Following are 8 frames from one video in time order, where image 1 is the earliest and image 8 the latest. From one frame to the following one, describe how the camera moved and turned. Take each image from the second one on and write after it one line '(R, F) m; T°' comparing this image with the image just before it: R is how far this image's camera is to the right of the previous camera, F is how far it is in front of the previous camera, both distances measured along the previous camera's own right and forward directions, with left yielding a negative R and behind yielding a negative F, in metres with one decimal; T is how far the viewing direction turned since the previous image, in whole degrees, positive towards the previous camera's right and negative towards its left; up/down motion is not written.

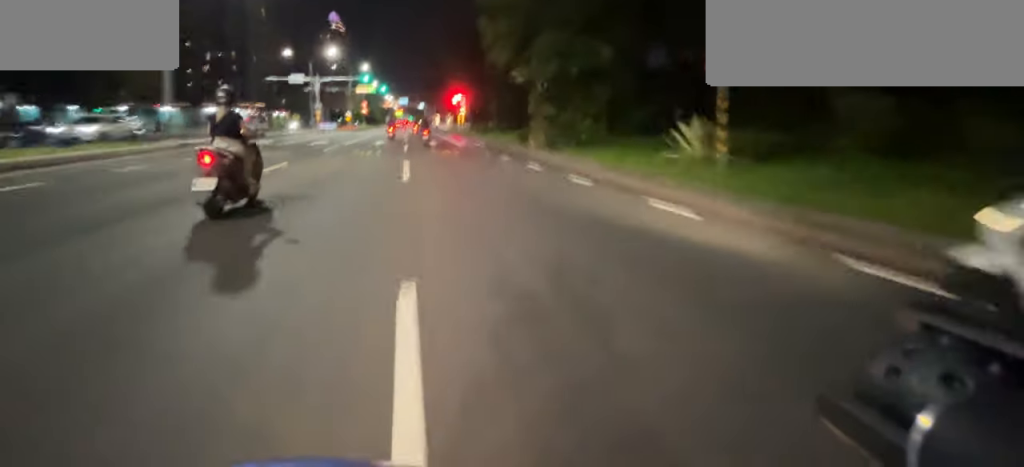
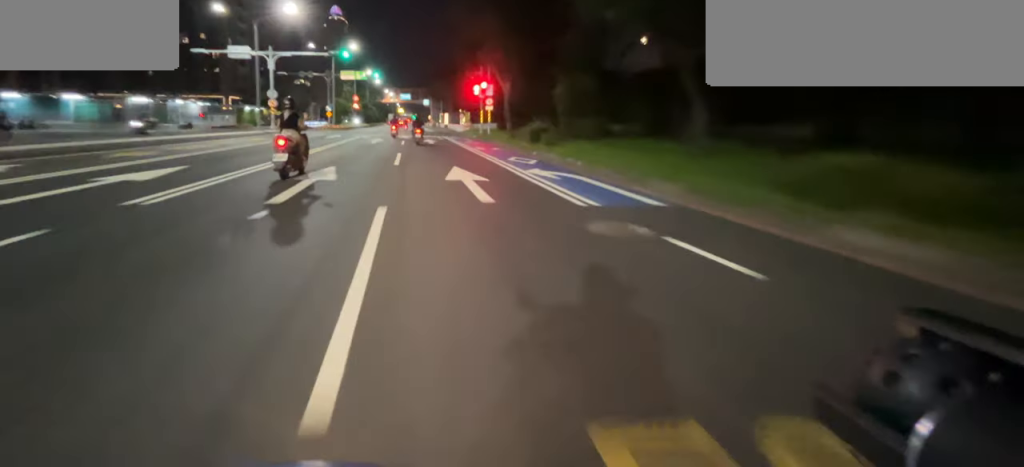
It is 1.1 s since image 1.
(+0.2, +20.8) m; +1°
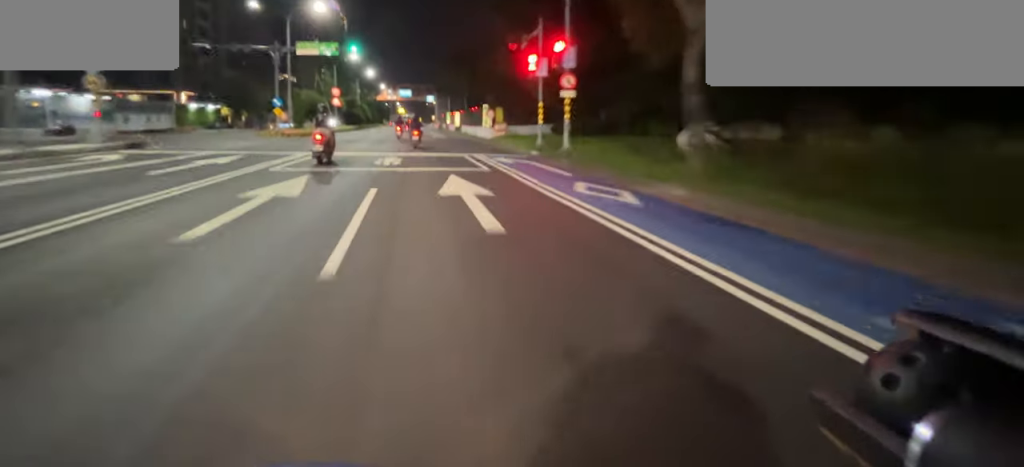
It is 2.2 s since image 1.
(+0.2, +20.2) m; 0°
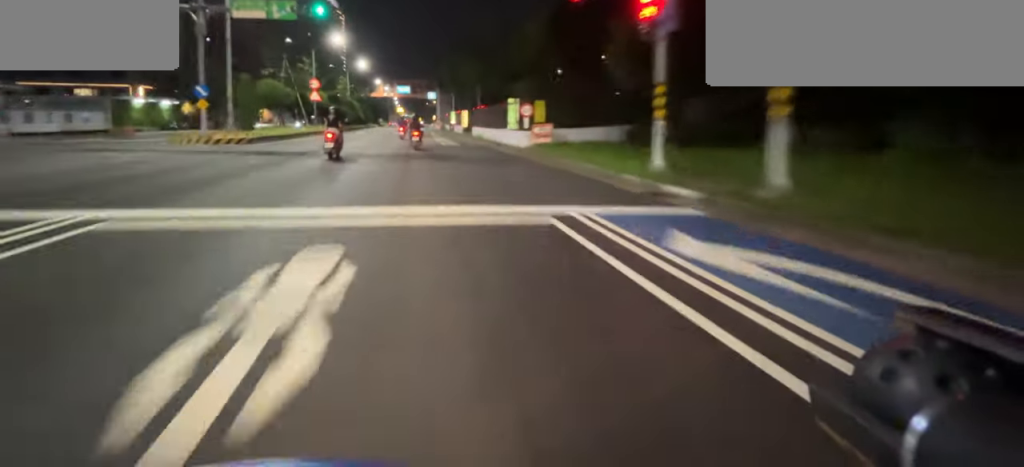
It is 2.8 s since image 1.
(0.0, +10.8) m; 0°
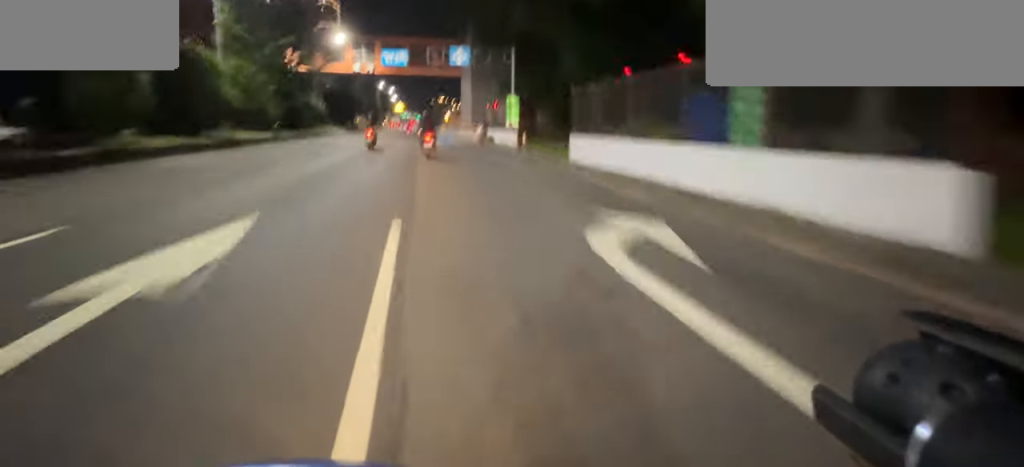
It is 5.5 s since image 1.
(-0.1, +41.5) m; 0°
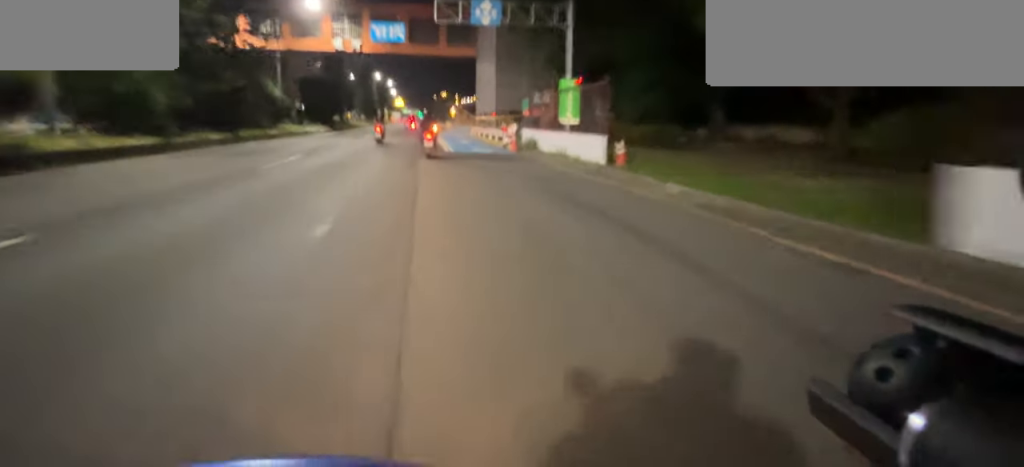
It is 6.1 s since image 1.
(0.0, +9.3) m; 0°
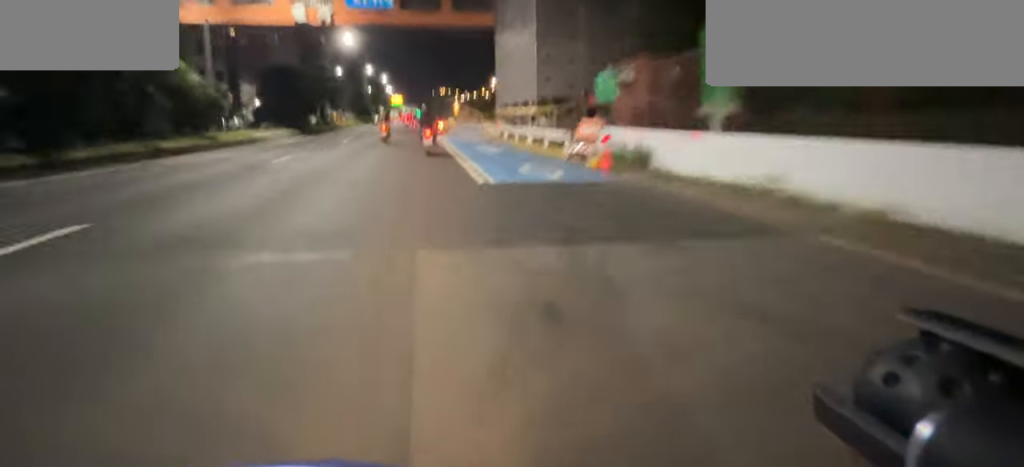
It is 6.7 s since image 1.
(0.0, +8.2) m; 0°
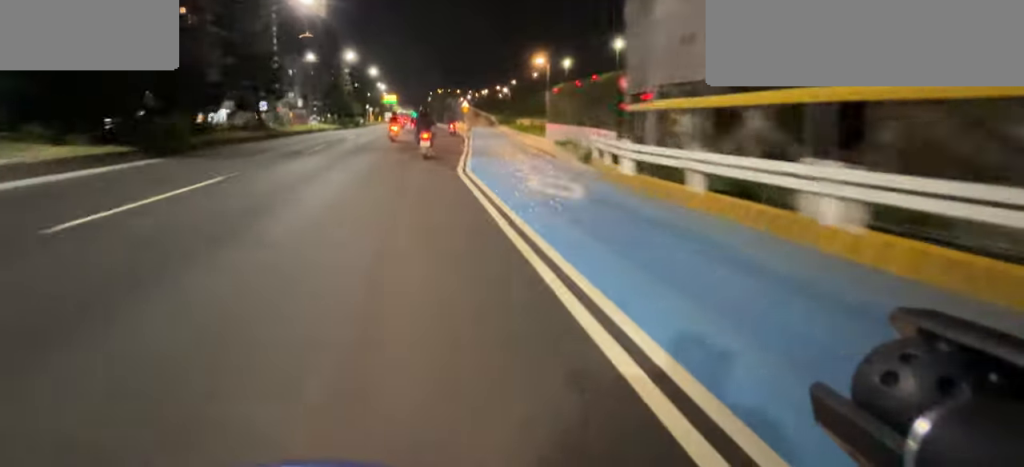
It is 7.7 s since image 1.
(0.0, +13.8) m; +1°
